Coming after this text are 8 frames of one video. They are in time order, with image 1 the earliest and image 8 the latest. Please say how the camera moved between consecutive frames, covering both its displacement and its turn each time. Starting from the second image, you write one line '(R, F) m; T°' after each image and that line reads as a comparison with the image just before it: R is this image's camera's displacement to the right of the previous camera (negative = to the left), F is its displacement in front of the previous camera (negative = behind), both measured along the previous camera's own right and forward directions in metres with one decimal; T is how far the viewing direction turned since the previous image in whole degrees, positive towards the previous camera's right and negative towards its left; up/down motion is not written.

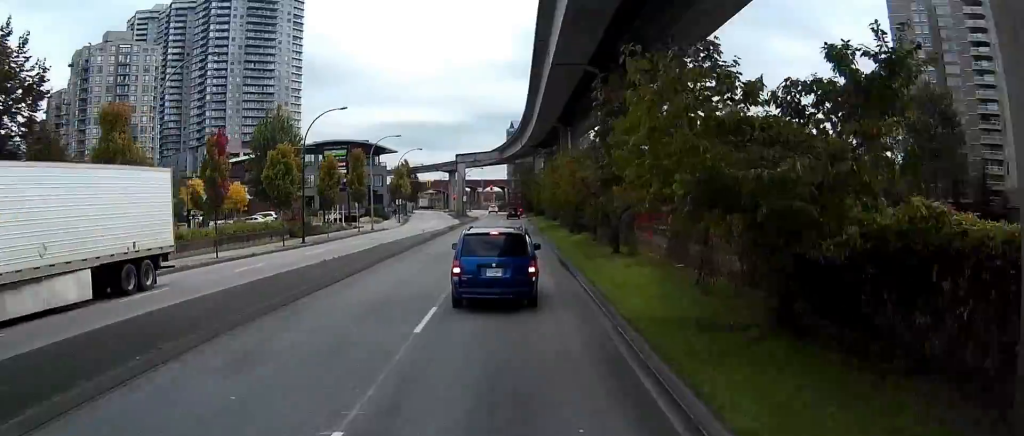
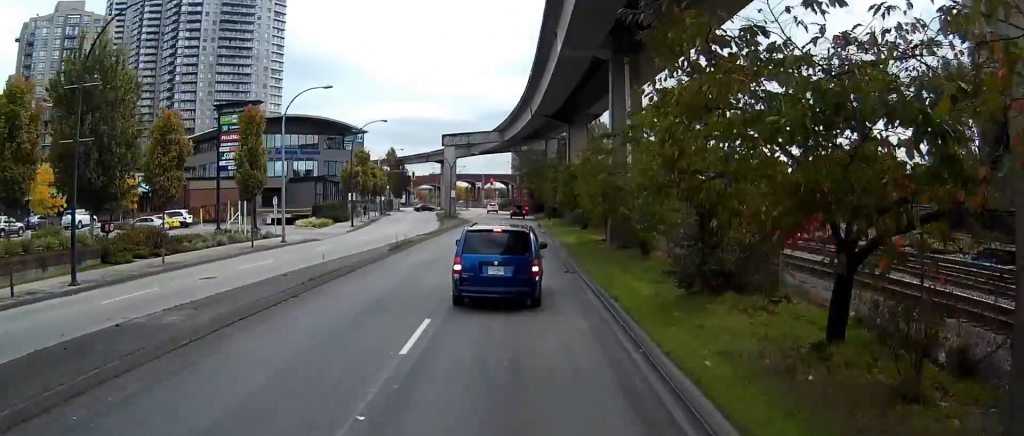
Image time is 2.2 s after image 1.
(-0.3, +28.6) m; -1°
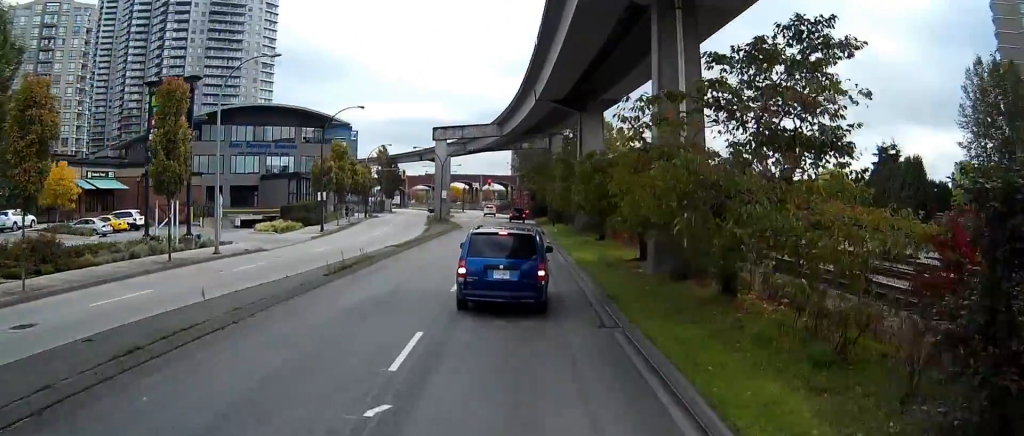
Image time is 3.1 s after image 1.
(-0.1, +10.1) m; -1°
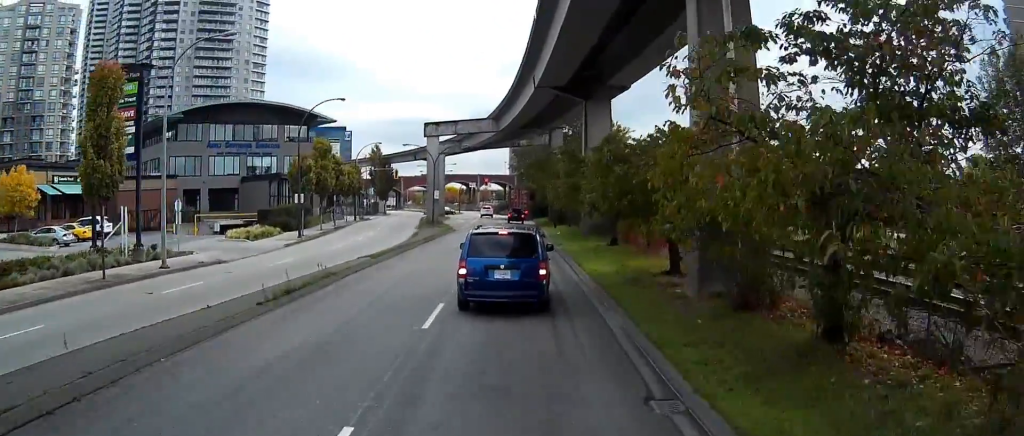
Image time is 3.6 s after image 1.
(-0.1, +5.4) m; +1°
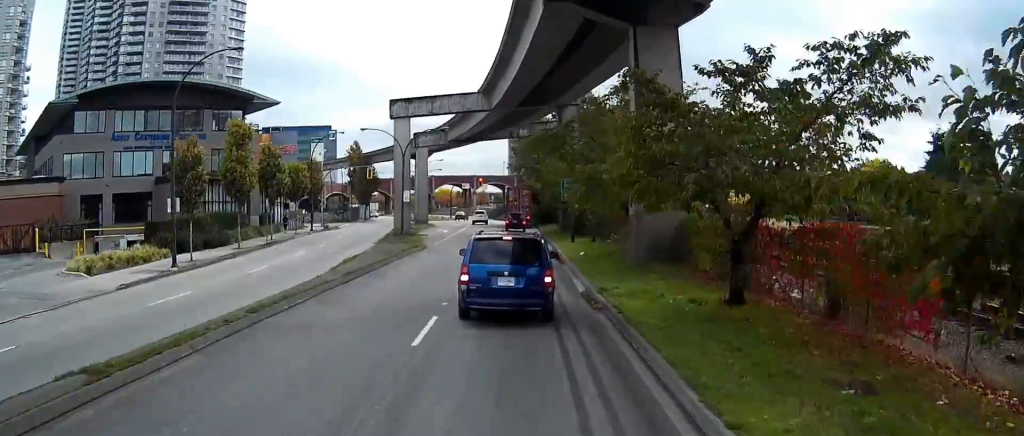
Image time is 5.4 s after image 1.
(+0.2, +19.0) m; 0°
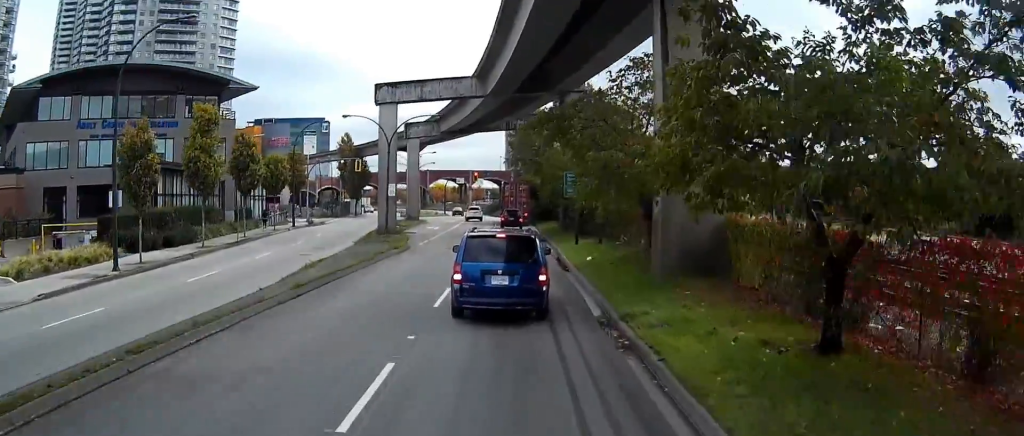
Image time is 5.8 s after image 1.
(-0.2, +4.7) m; -1°
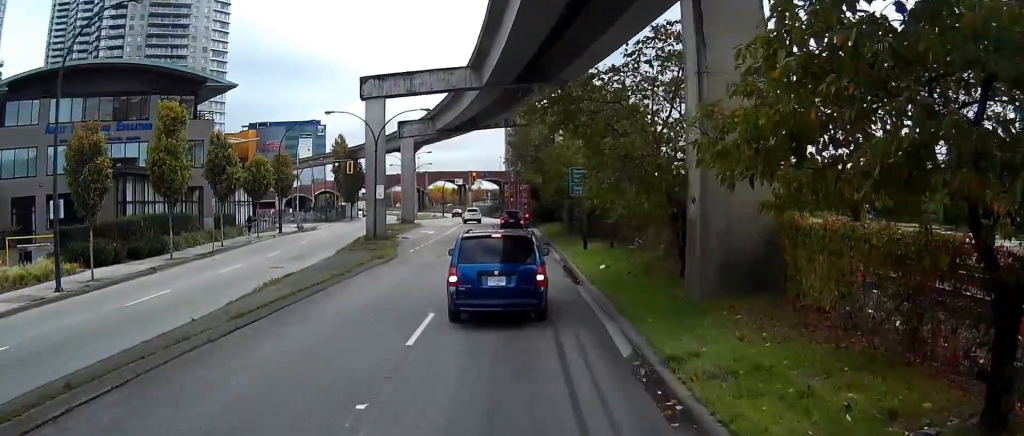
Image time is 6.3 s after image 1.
(0.0, +4.1) m; 0°
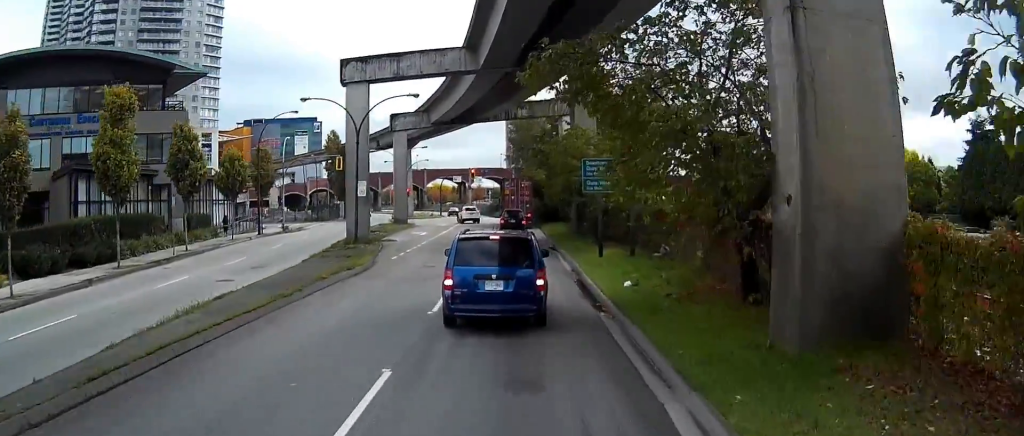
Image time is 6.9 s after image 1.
(+0.1, +5.5) m; 0°
